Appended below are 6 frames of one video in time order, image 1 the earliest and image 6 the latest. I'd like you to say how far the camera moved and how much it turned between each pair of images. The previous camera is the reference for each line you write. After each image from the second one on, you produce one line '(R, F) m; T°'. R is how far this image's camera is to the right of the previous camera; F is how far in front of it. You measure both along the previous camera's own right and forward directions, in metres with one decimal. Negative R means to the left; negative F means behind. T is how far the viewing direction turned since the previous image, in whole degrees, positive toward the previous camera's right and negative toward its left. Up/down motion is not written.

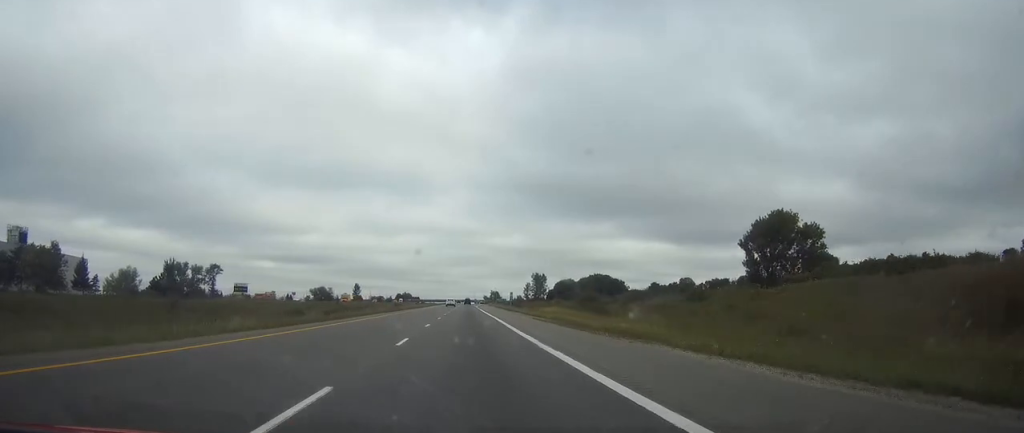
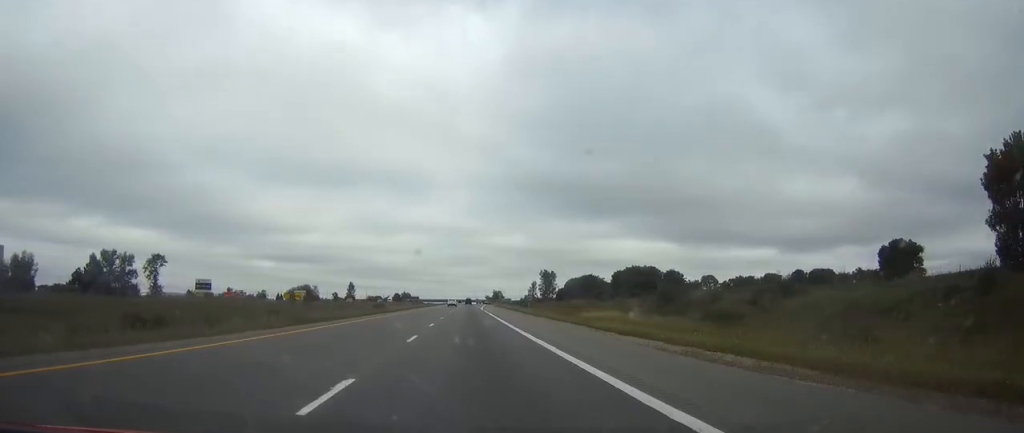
(-0.2, +34.5) m; 0°
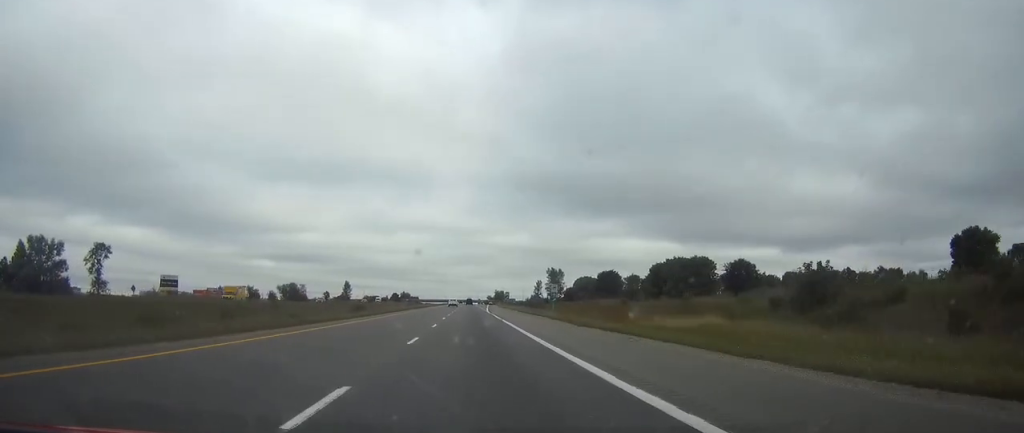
(-0.1, +24.3) m; 0°
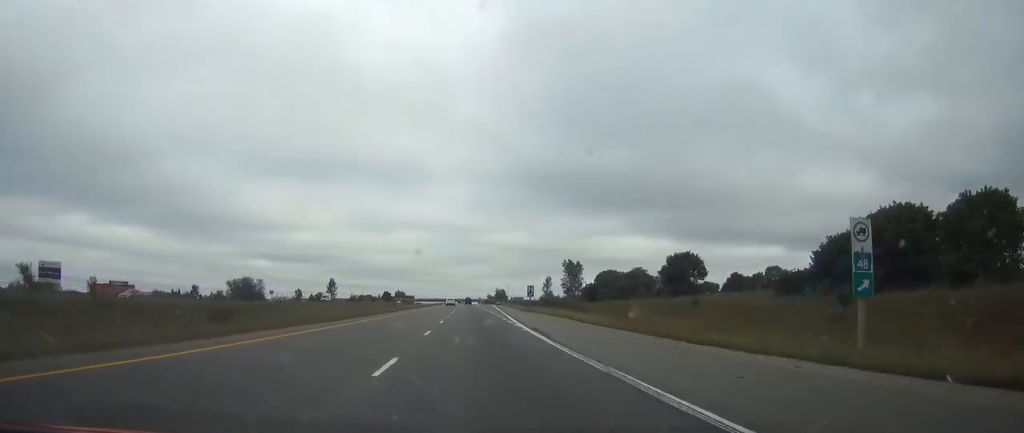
(+0.2, +54.8) m; 0°
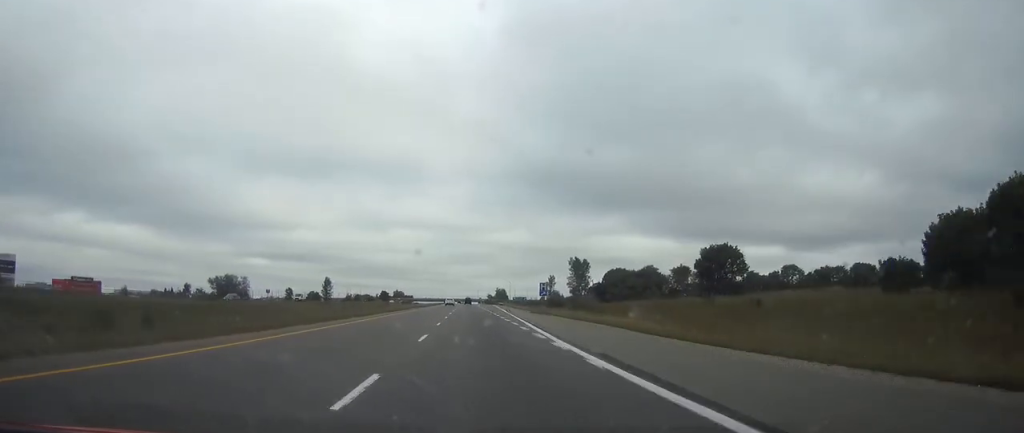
(0.0, +15.2) m; 0°
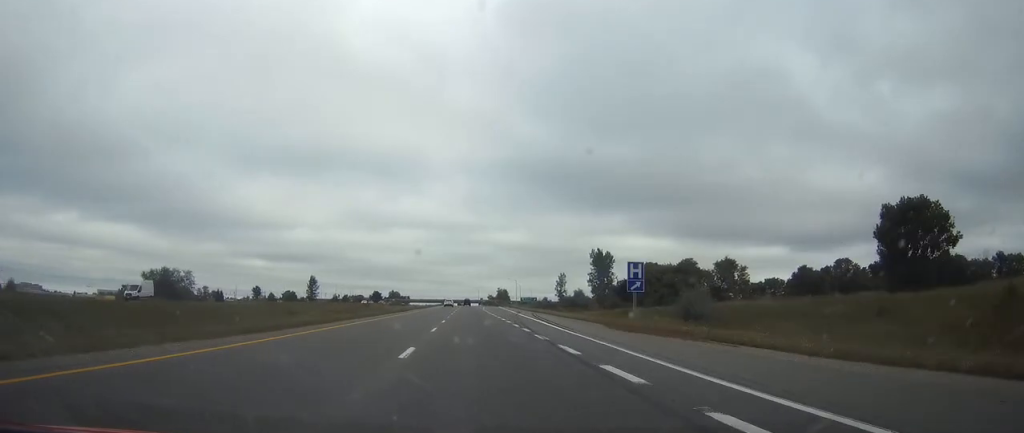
(0.0, +41.8) m; 0°
